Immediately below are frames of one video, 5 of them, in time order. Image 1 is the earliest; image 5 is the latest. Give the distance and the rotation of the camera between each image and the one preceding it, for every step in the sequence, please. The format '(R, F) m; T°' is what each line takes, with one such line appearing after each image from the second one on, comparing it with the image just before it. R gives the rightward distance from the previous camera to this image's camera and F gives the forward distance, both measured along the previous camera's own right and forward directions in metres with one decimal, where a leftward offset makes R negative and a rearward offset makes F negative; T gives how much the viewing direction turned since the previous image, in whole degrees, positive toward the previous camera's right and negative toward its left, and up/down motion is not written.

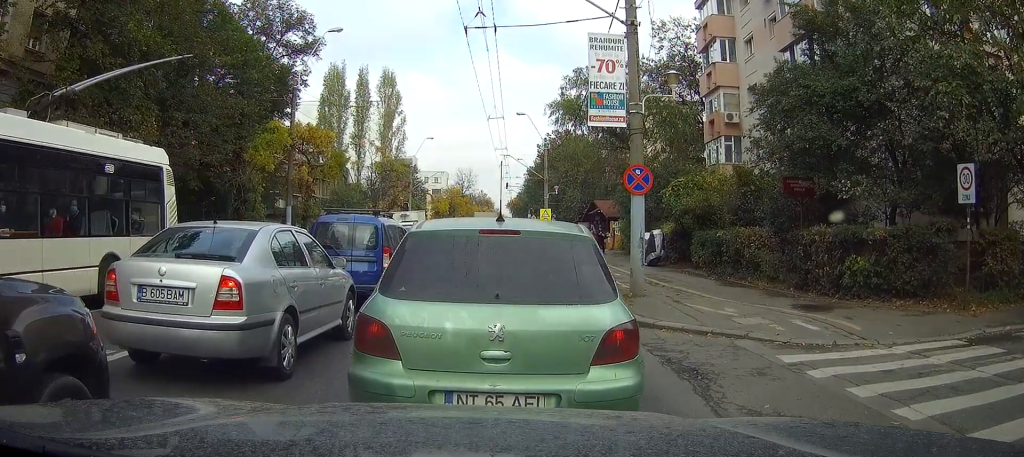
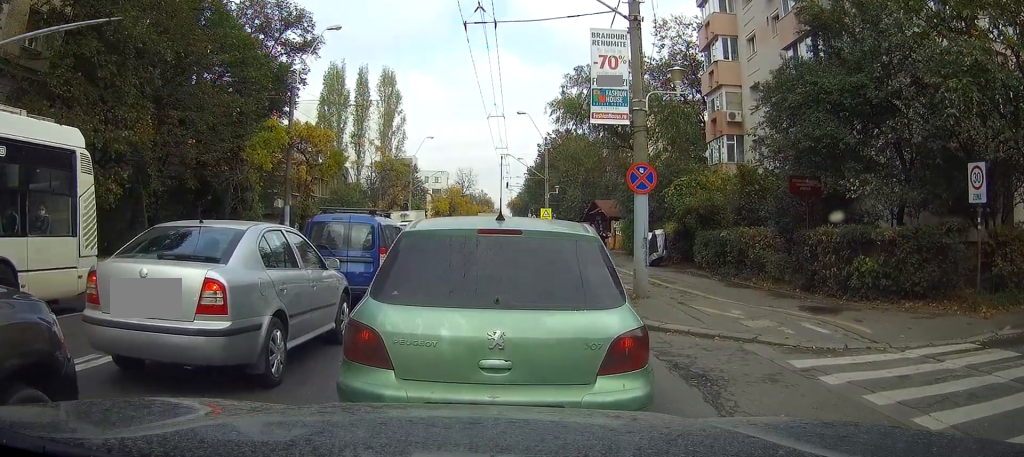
(-0.4, +0.5) m; 0°
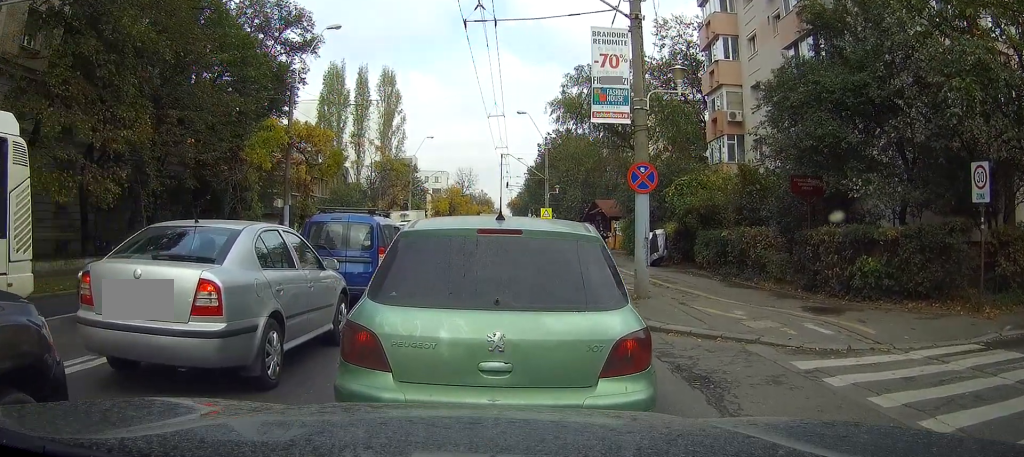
(-0.2, +0.3) m; 0°
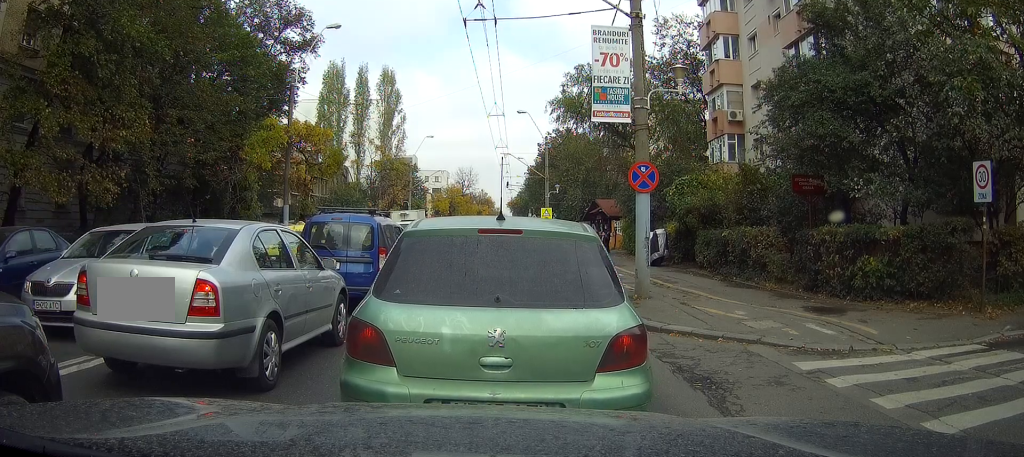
(0.0, 0.0) m; 0°
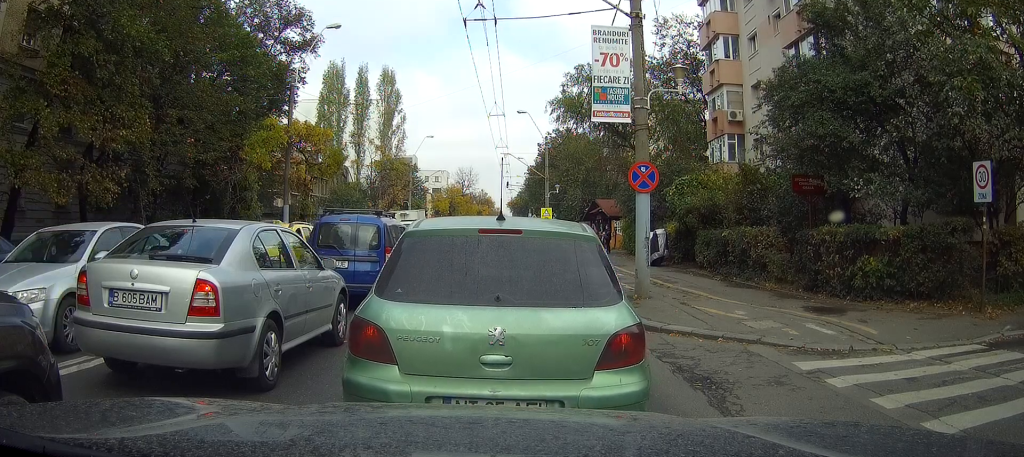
(0.0, 0.0) m; 0°
